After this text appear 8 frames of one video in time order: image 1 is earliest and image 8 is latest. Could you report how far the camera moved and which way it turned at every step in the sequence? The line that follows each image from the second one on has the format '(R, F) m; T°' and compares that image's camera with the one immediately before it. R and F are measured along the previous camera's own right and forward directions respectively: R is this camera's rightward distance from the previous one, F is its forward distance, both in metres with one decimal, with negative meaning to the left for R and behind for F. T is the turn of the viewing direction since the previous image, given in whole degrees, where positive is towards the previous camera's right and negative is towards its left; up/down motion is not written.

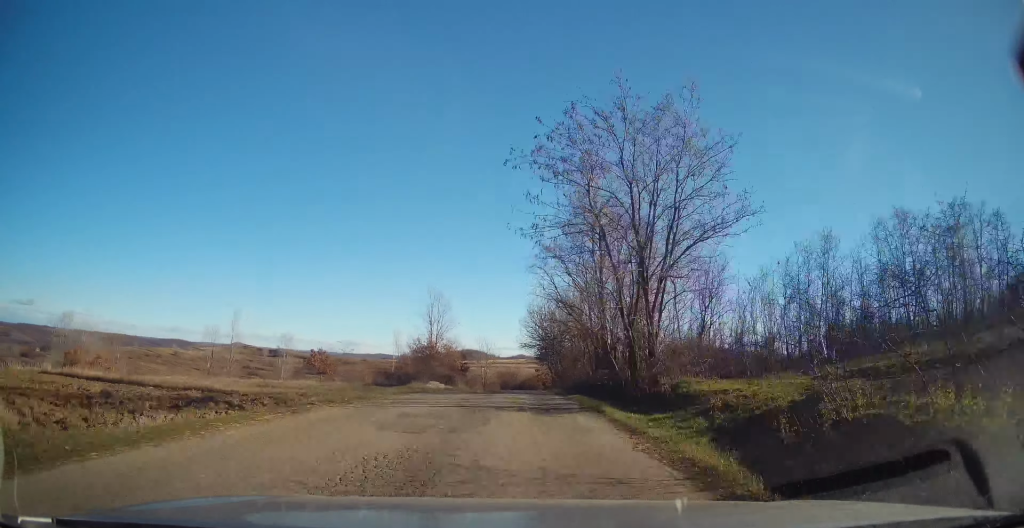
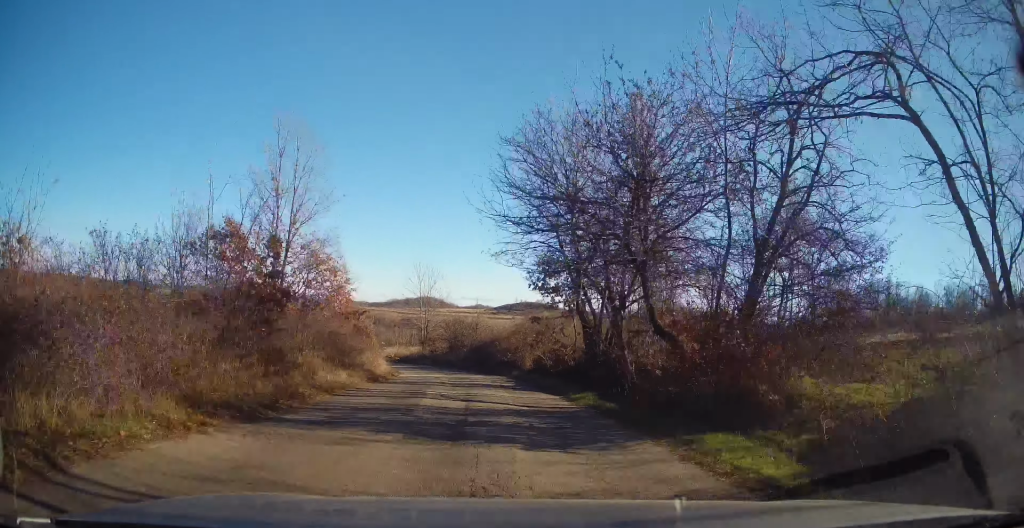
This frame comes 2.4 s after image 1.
(+2.8, +37.4) m; +6°
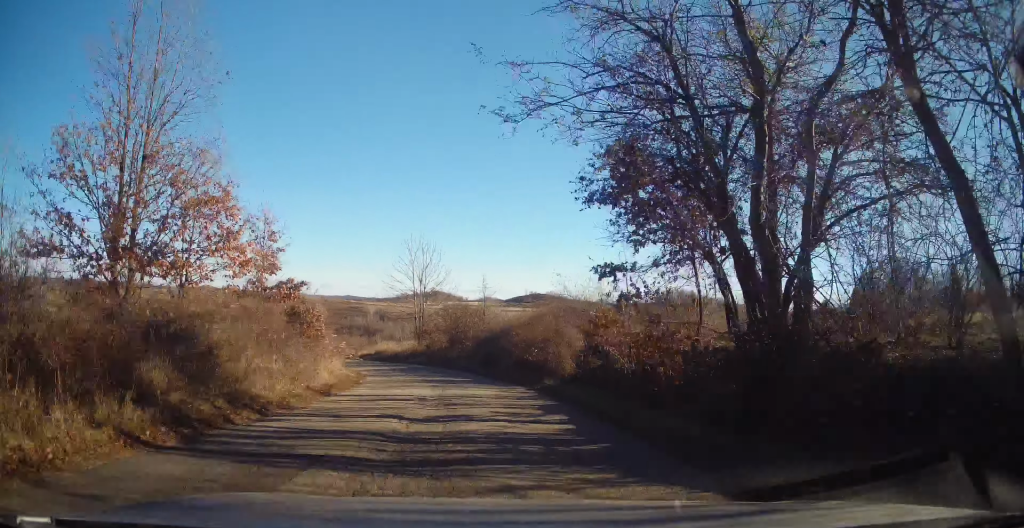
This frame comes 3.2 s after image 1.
(+0.1, +12.0) m; -1°
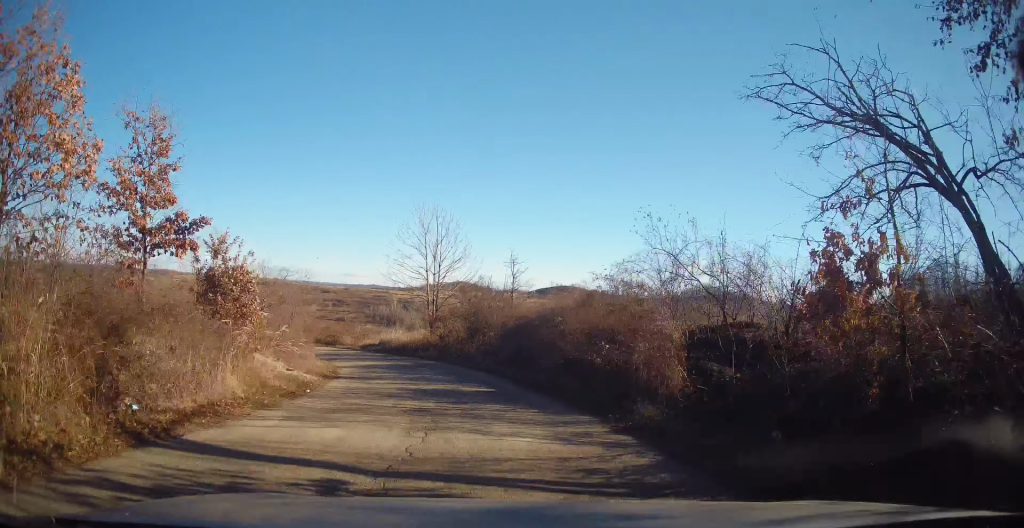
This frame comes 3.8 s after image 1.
(-0.1, +8.8) m; -2°
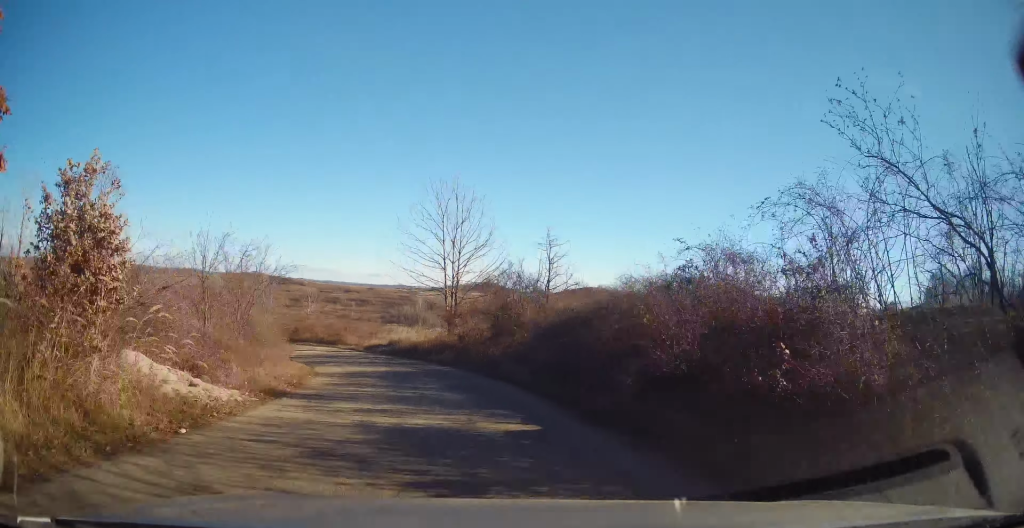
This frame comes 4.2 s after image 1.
(-0.2, +6.3) m; -3°
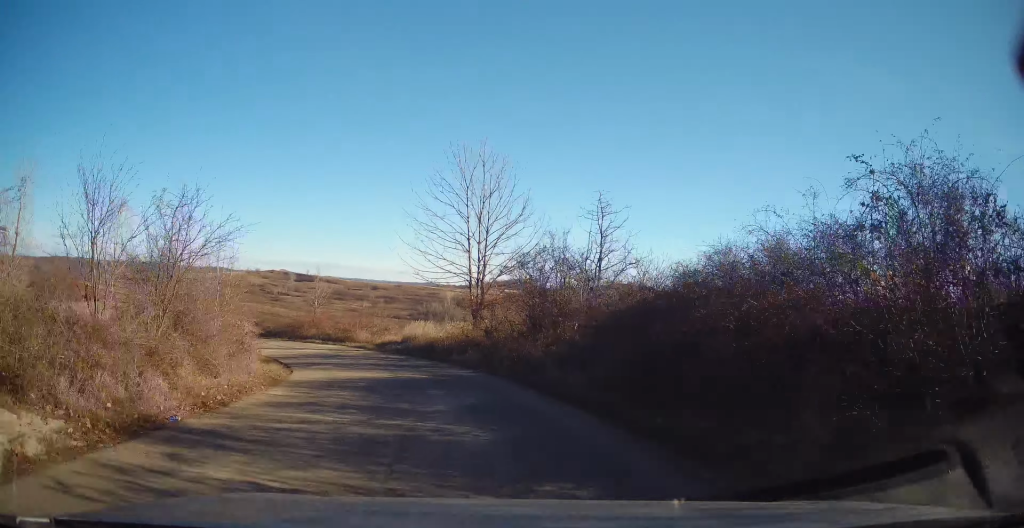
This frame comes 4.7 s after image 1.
(+0.1, +5.9) m; -2°
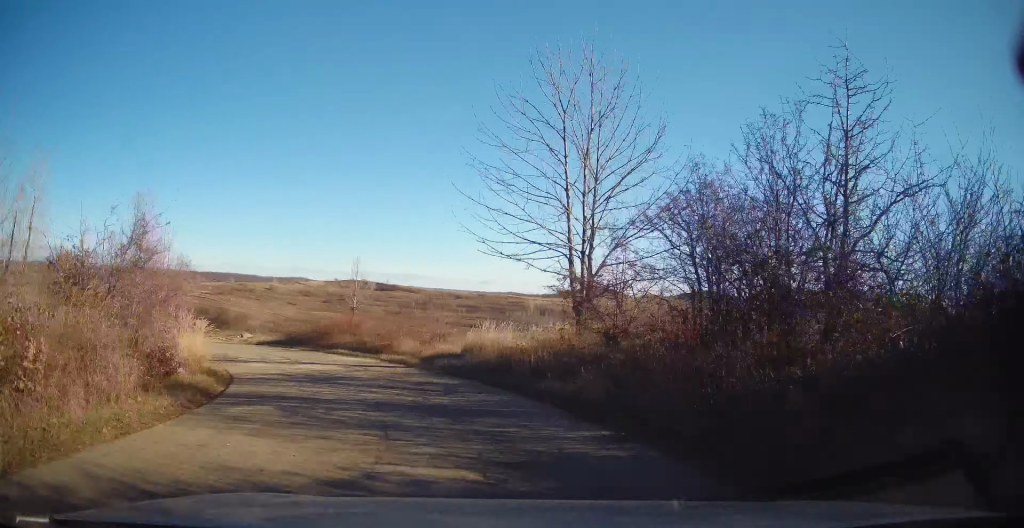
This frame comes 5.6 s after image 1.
(-0.7, +11.3) m; -10°
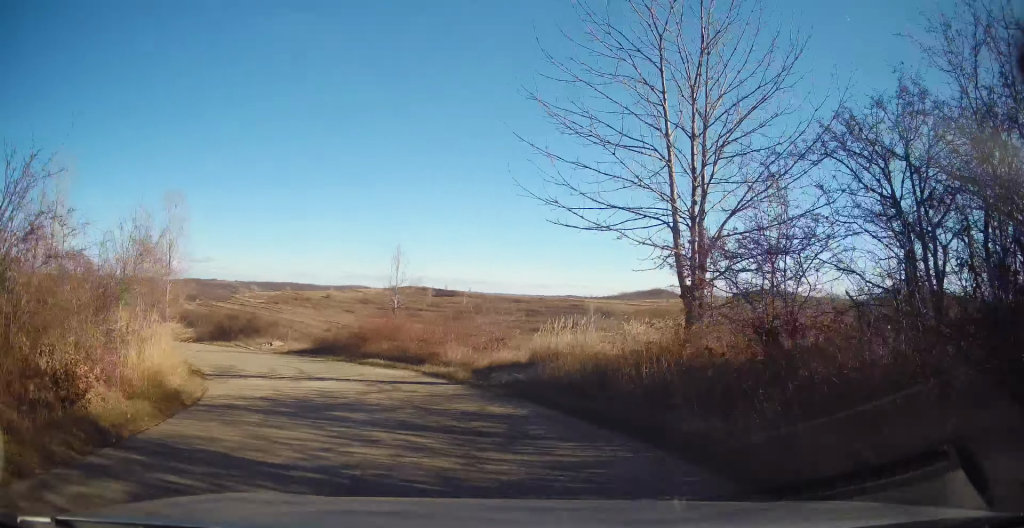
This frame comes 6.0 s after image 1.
(-0.3, +5.5) m; -7°
